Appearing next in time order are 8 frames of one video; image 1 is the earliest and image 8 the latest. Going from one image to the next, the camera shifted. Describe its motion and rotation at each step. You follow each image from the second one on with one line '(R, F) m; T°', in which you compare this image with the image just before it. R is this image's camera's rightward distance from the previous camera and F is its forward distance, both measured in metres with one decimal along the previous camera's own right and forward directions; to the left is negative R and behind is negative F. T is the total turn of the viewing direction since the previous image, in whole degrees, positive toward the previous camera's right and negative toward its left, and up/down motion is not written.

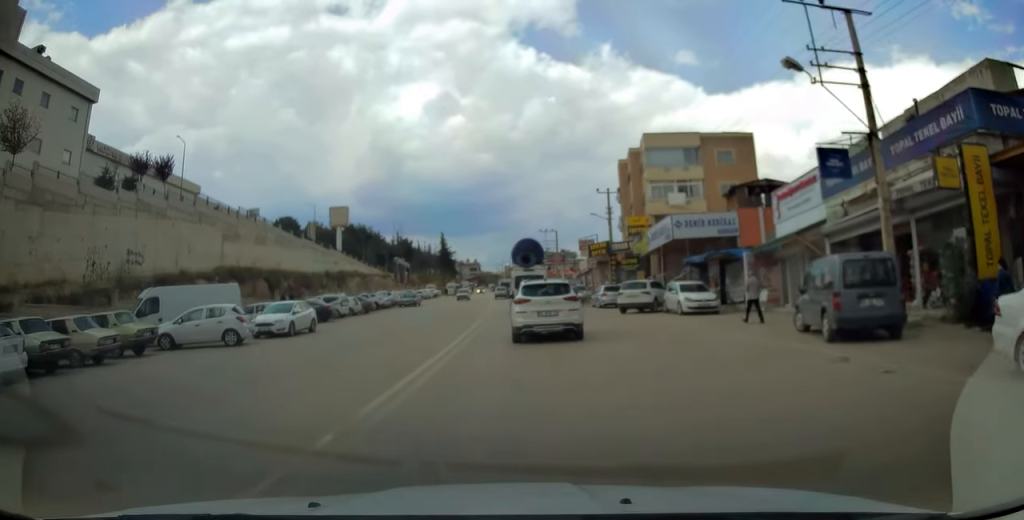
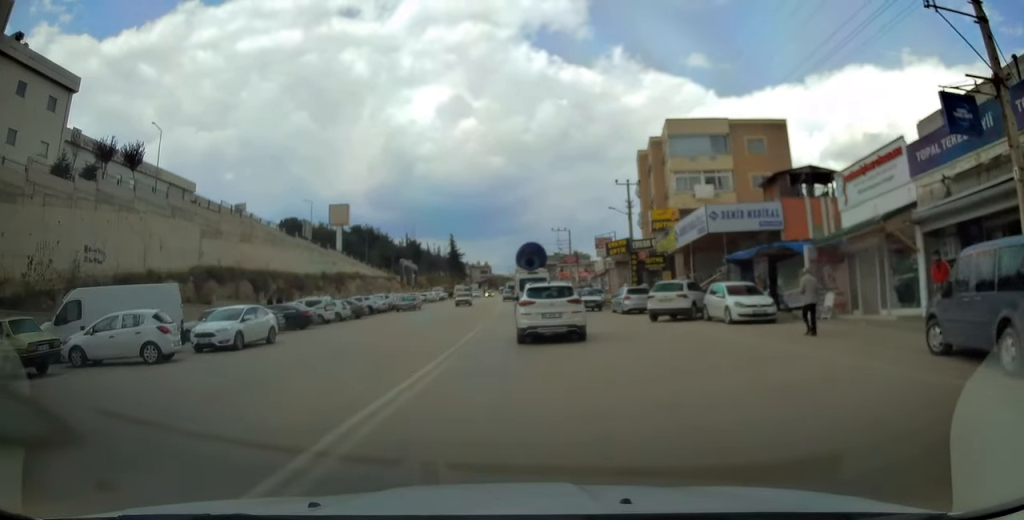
(-0.1, +5.7) m; 0°
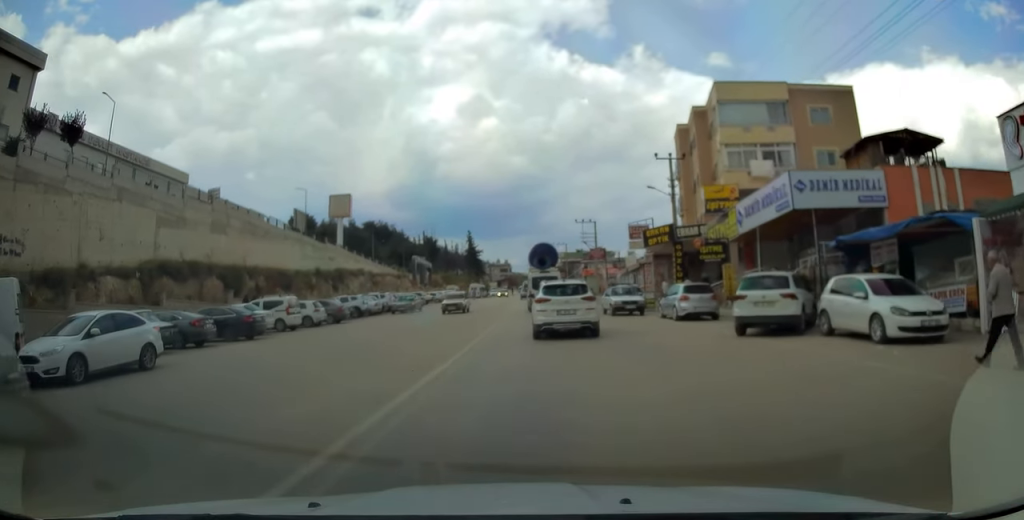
(+0.1, +8.8) m; -1°
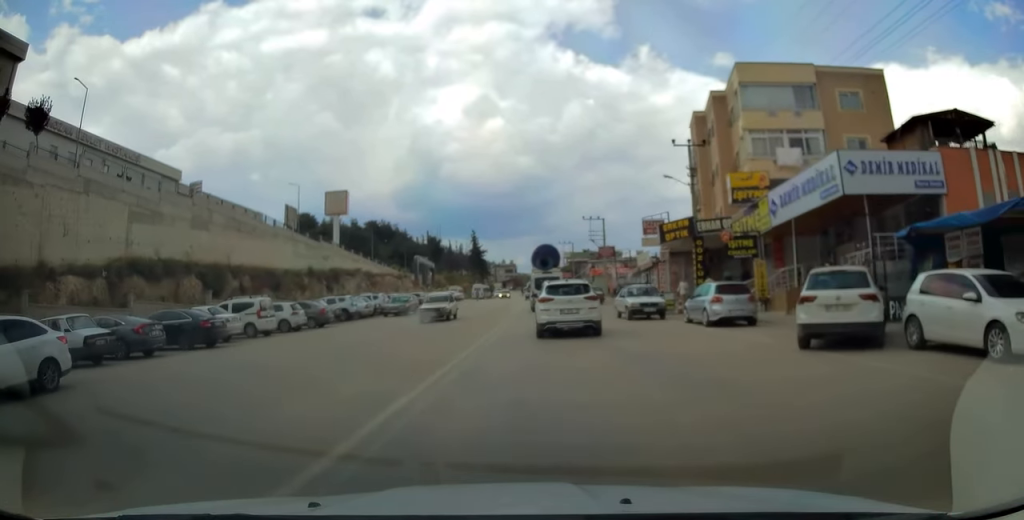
(-0.1, +3.8) m; -1°
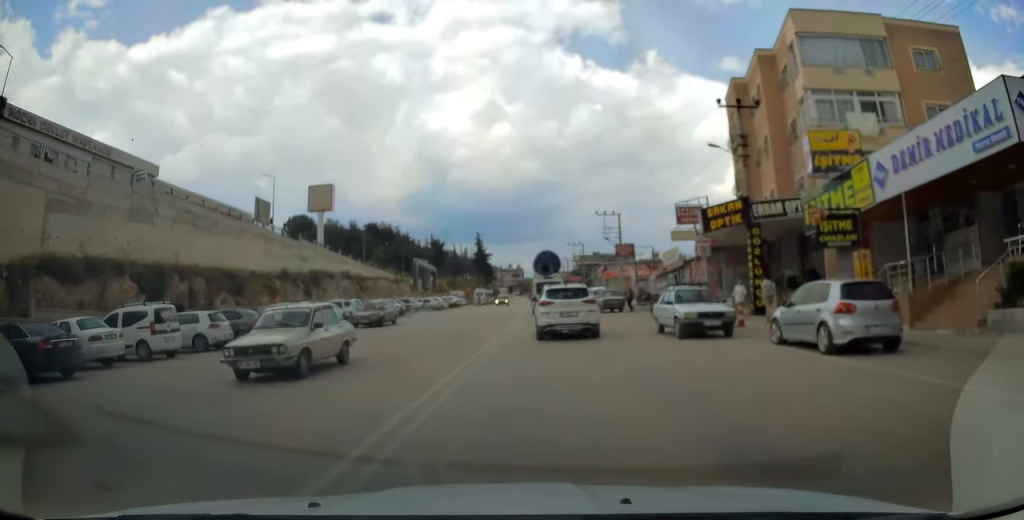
(-0.1, +8.4) m; -1°
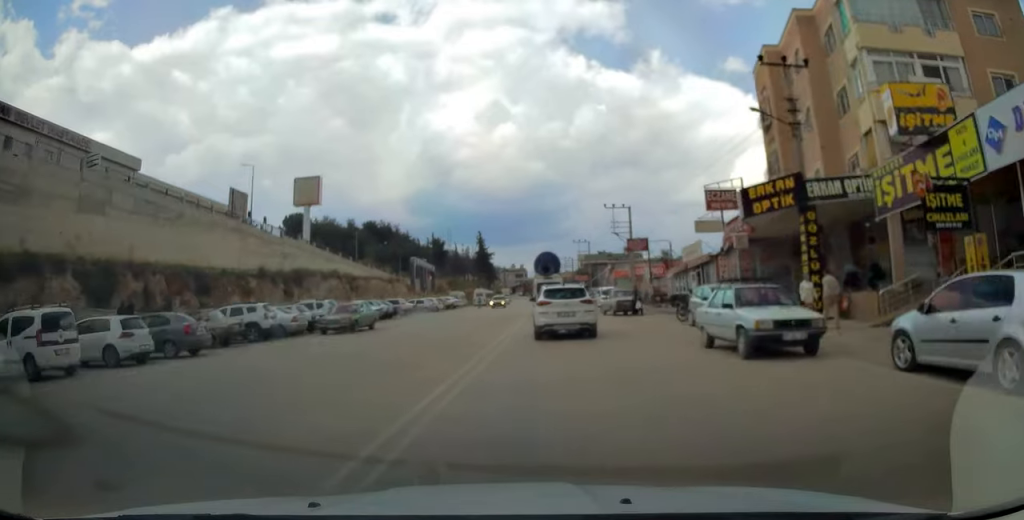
(0.0, +5.2) m; 0°
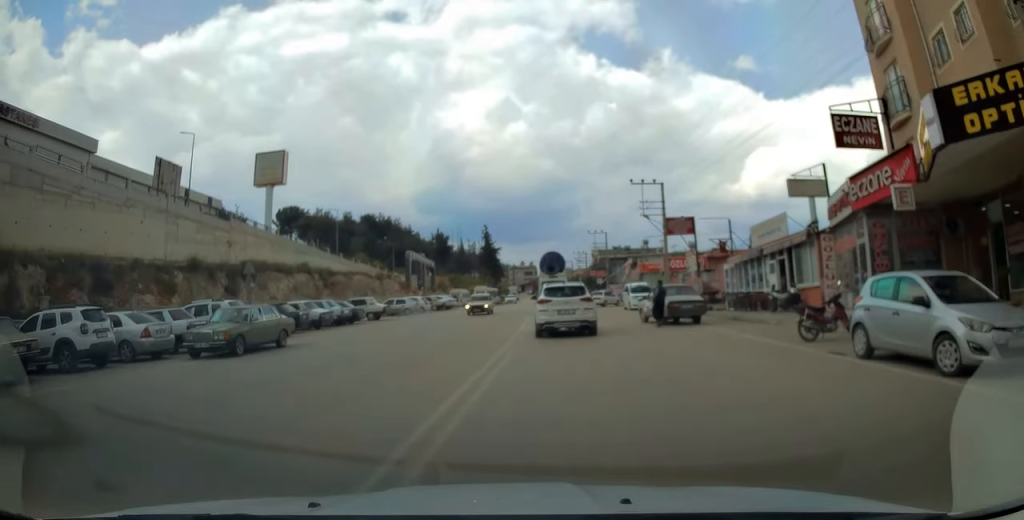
(0.0, +11.5) m; -1°
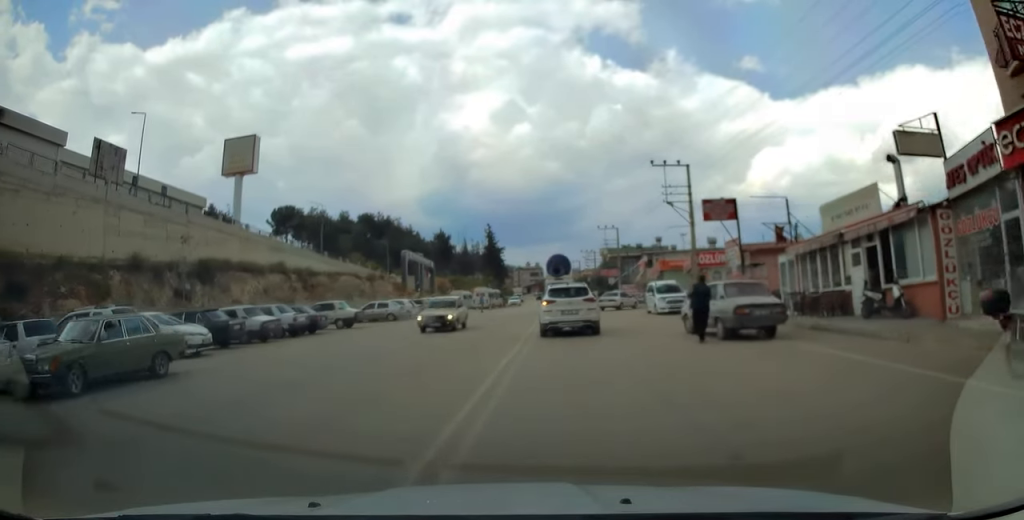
(0.0, +7.0) m; -1°
